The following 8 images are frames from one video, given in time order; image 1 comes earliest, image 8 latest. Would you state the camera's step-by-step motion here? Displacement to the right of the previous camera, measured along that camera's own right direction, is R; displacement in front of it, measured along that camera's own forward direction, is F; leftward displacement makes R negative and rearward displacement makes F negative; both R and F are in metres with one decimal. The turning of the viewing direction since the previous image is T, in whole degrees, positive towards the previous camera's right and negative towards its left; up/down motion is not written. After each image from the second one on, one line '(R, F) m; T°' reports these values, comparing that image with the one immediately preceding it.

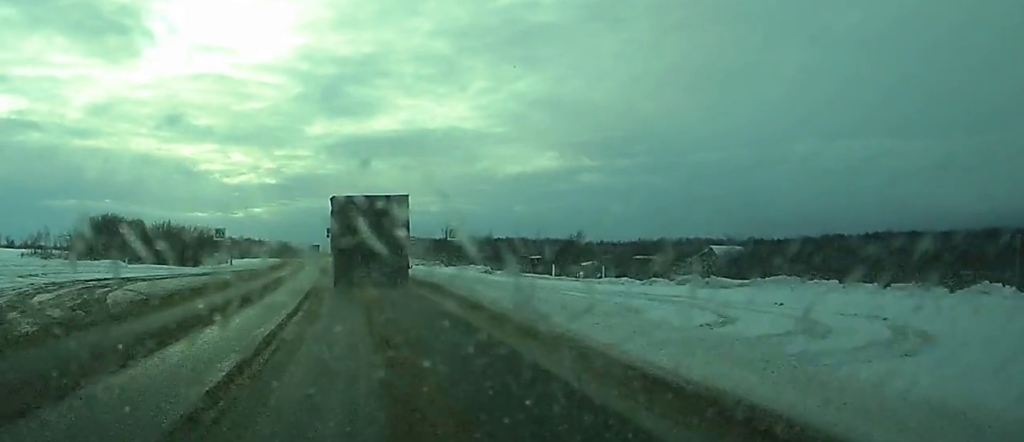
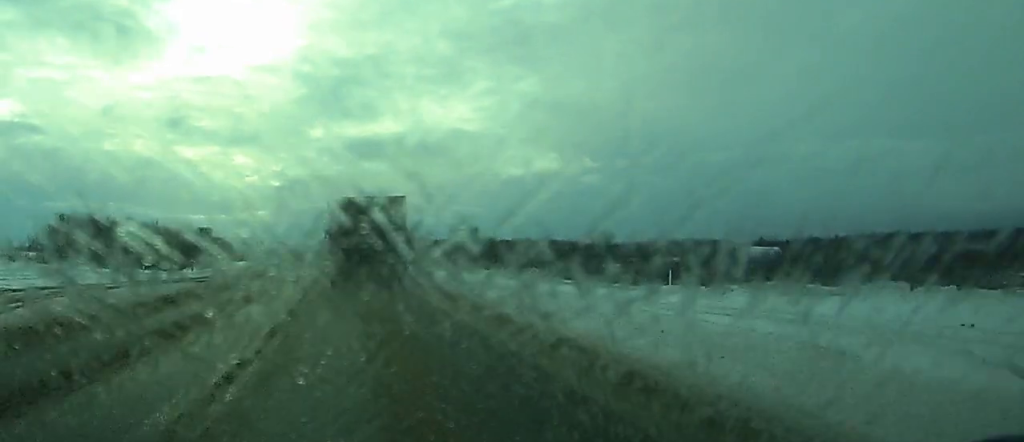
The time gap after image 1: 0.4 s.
(-0.1, +8.6) m; 0°
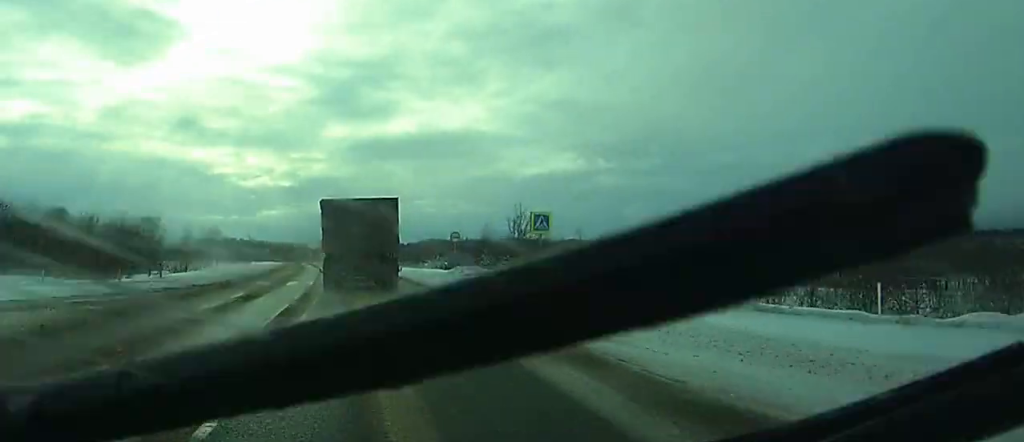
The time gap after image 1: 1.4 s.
(-0.1, +18.4) m; 0°
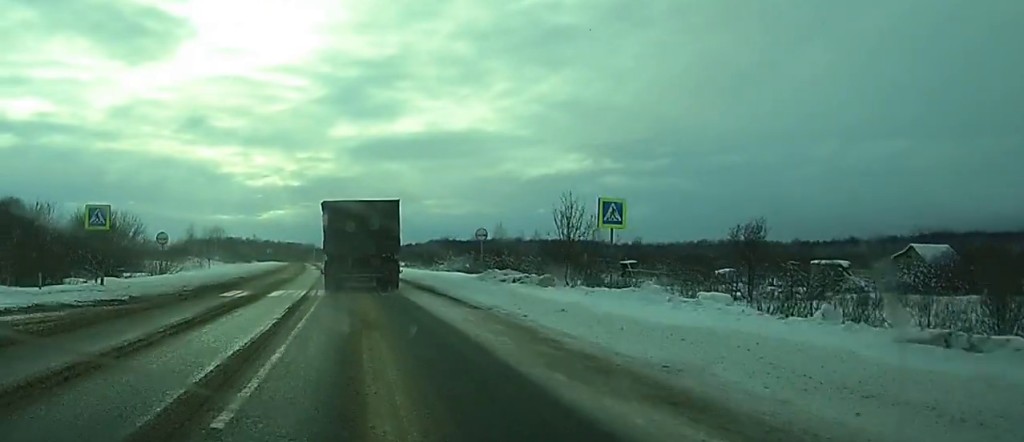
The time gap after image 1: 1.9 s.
(0.0, +9.8) m; 0°
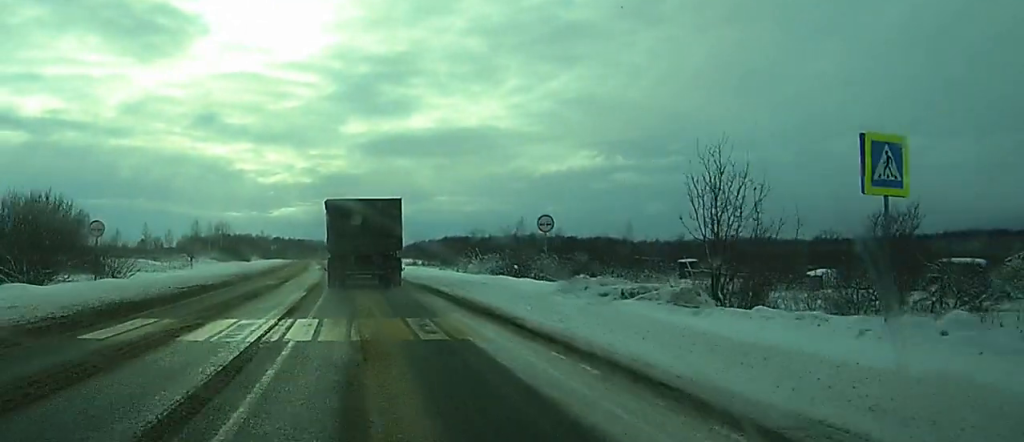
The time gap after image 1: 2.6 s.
(0.0, +14.9) m; -1°
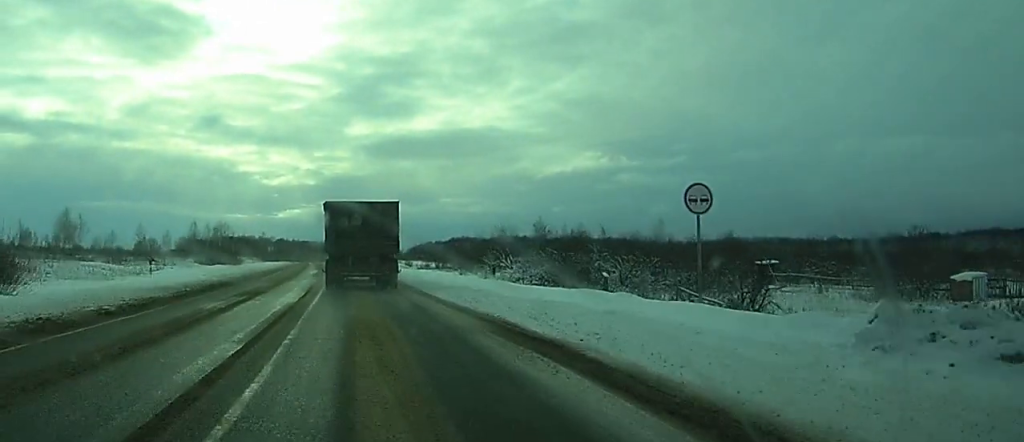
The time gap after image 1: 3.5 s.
(-0.2, +16.0) m; -1°
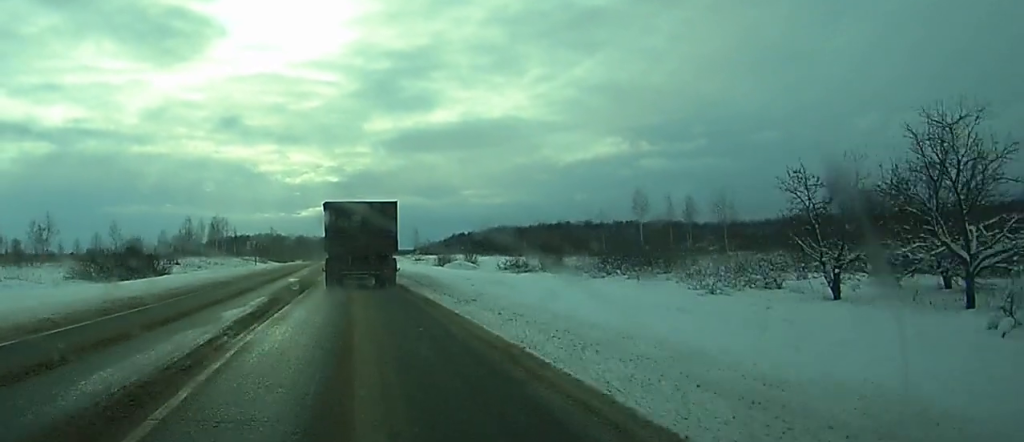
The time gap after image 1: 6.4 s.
(-1.5, +55.9) m; -3°
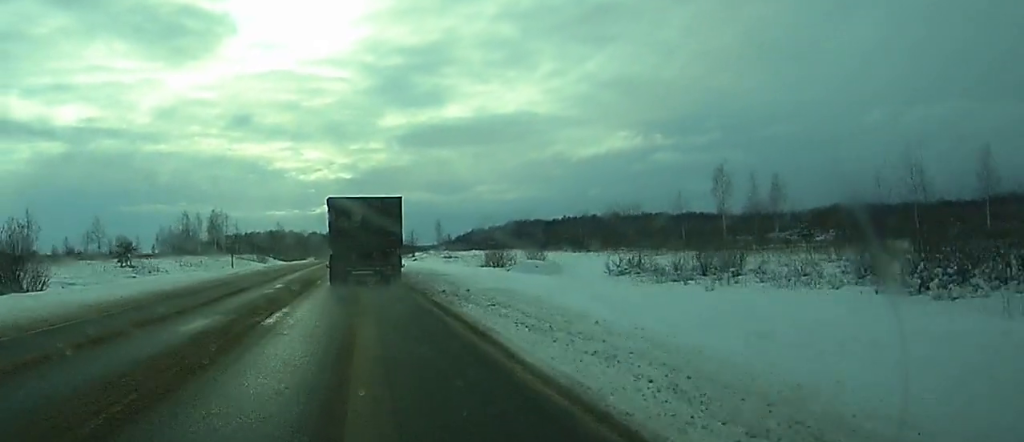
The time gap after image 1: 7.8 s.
(-0.1, +27.3) m; -1°
